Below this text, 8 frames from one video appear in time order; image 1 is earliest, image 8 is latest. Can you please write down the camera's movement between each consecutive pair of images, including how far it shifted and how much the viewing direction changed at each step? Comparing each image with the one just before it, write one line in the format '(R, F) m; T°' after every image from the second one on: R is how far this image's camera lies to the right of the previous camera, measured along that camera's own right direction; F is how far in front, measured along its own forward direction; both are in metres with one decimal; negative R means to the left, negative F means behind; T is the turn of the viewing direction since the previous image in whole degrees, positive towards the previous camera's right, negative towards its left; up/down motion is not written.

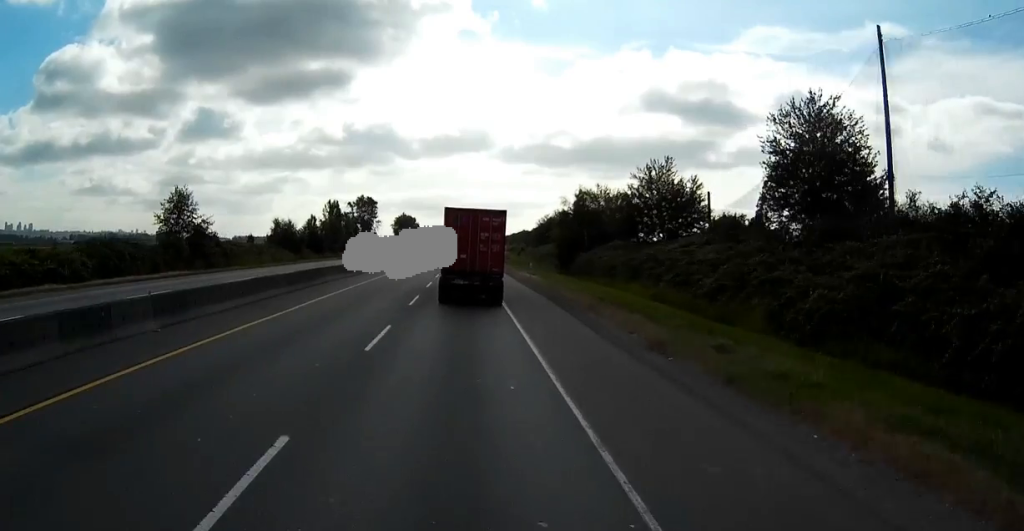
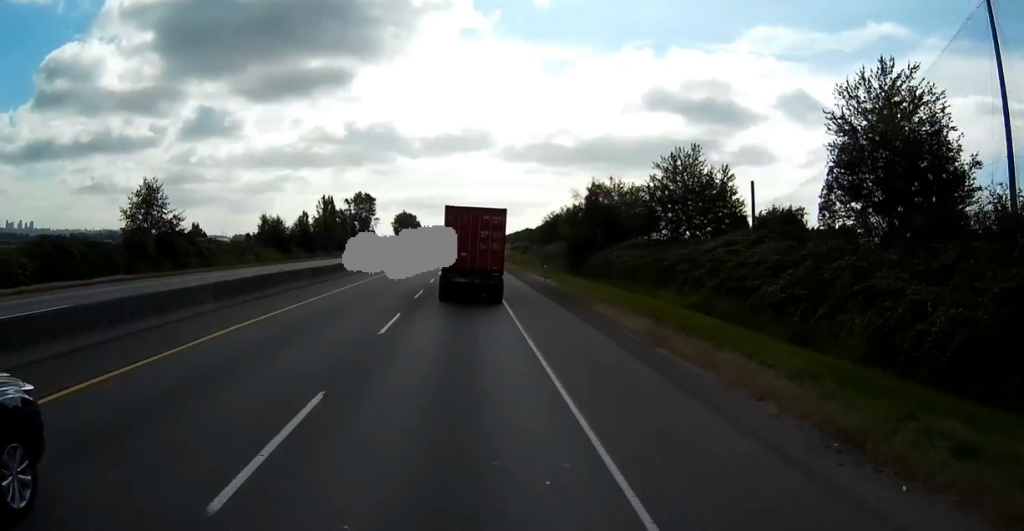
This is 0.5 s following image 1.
(0.0, +10.6) m; 0°
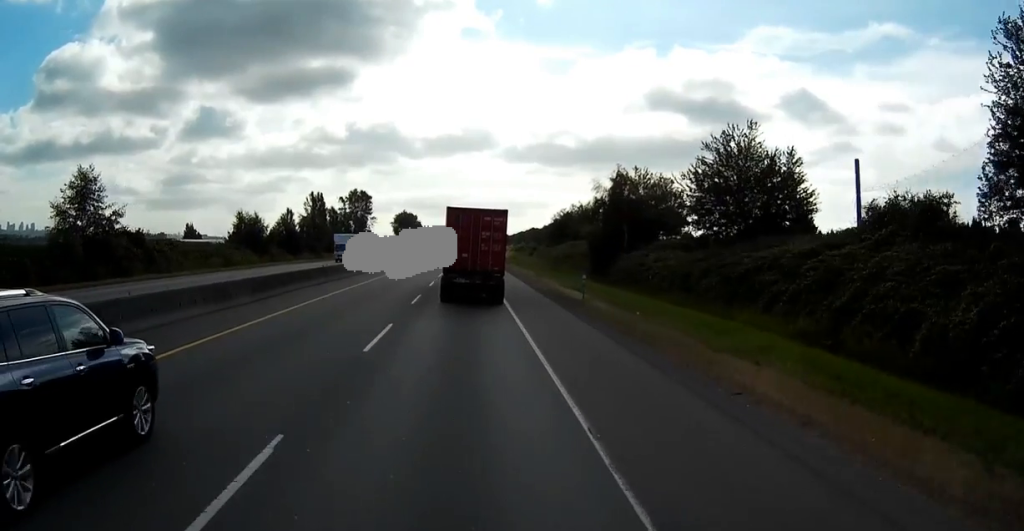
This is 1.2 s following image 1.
(0.0, +15.9) m; 0°
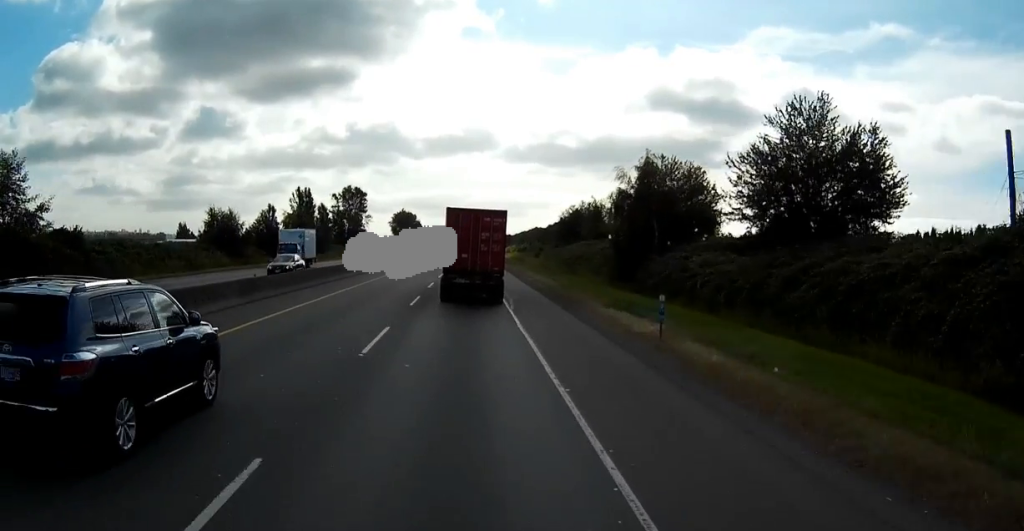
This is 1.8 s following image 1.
(-0.1, +14.2) m; 0°
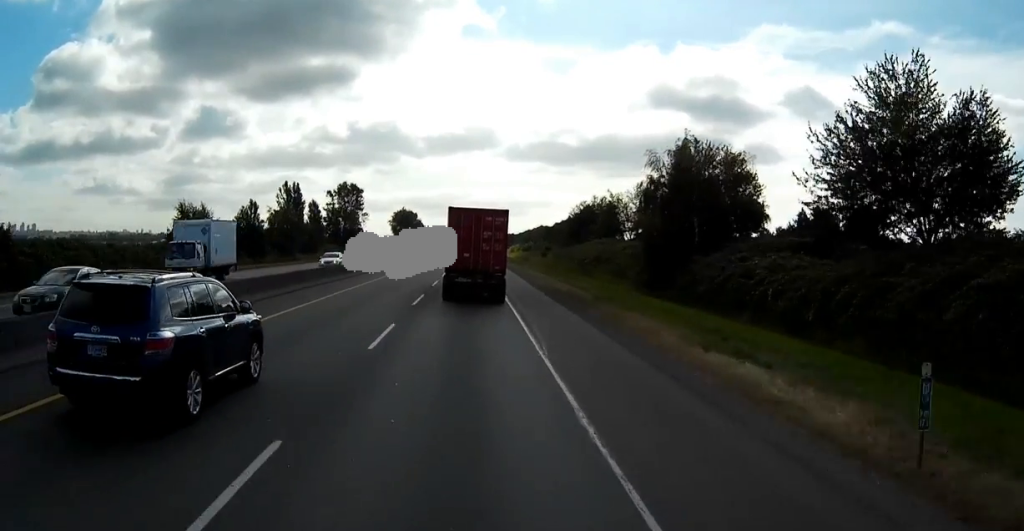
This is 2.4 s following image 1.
(0.0, +12.4) m; 0°
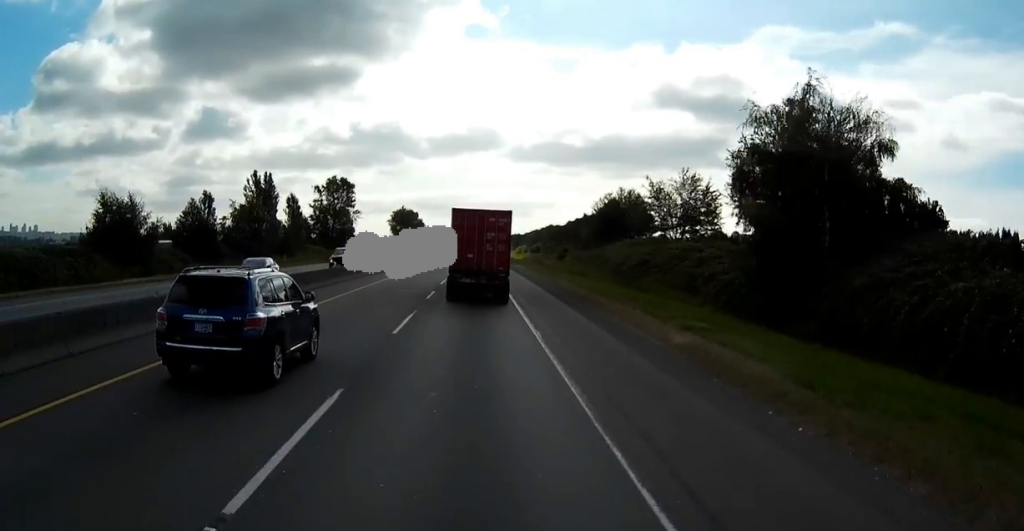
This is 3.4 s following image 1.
(0.0, +23.0) m; 0°
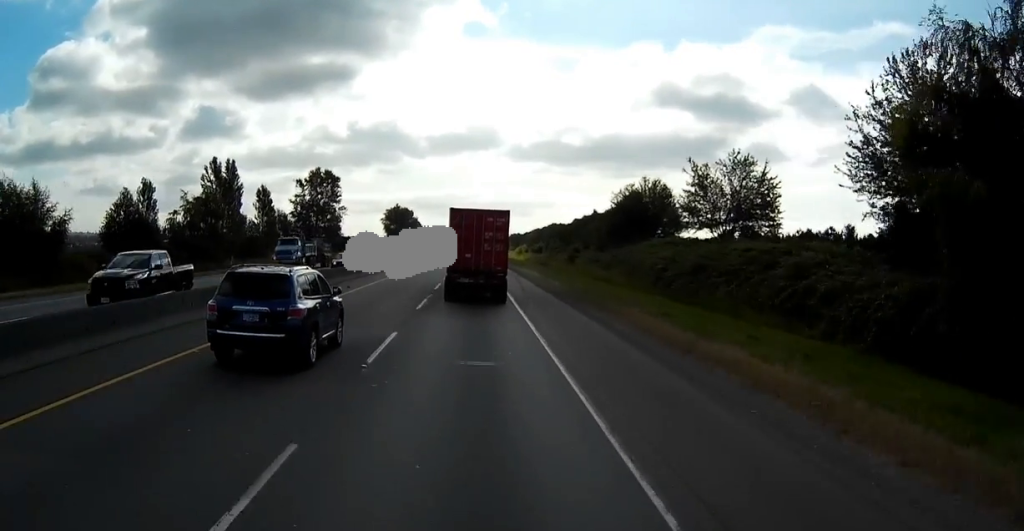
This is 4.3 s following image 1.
(0.0, +18.6) m; 0°
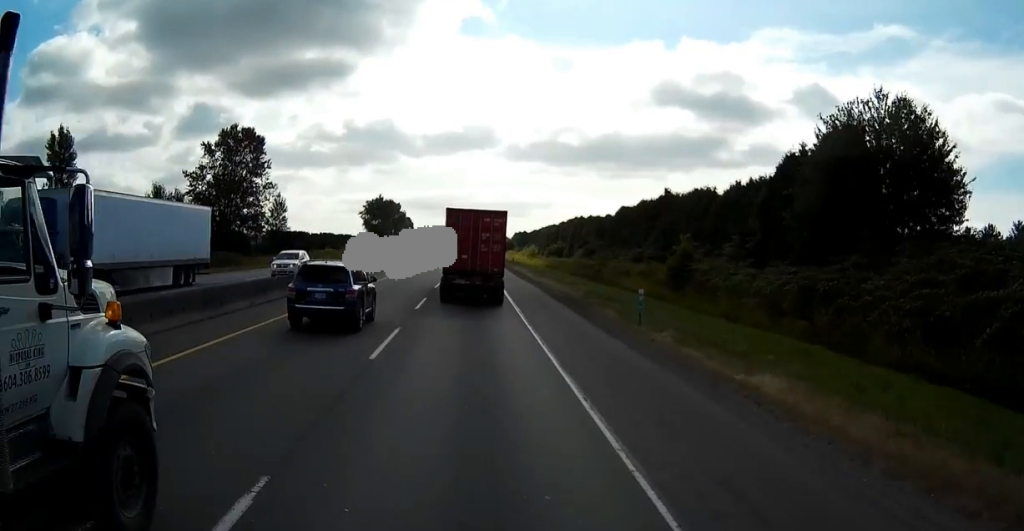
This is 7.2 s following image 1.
(+0.1, +65.4) m; 0°
